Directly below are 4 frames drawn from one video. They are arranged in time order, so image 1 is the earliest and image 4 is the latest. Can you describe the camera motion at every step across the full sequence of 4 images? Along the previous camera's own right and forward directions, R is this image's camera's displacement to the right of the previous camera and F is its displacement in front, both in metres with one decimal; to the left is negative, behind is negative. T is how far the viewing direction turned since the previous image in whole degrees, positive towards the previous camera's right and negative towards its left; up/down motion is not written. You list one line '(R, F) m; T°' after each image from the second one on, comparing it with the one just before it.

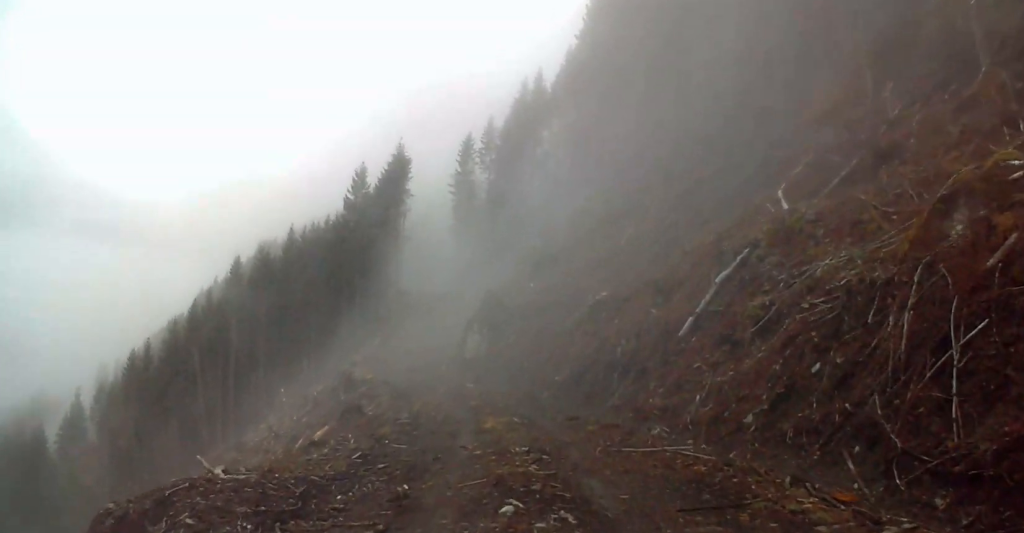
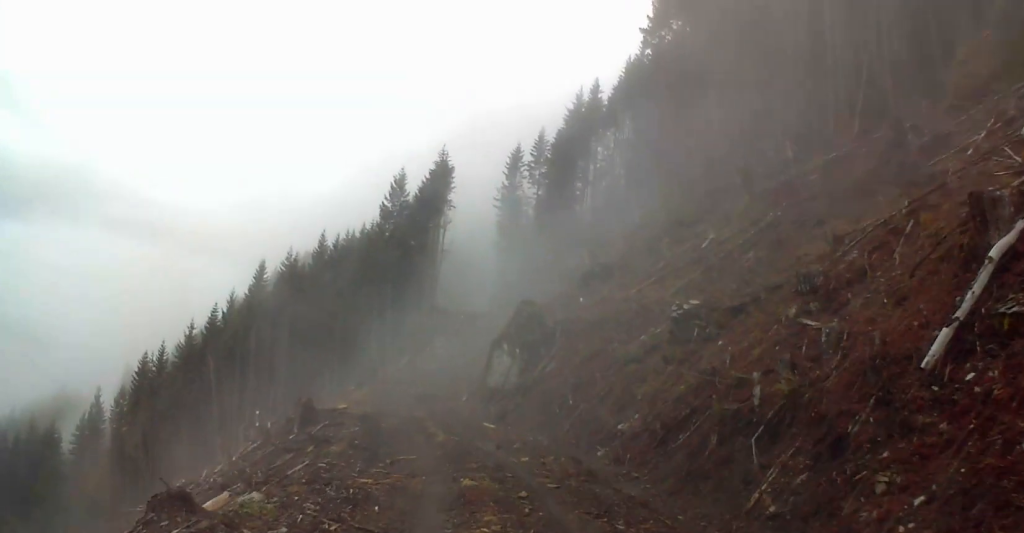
(-0.6, +11.2) m; -5°
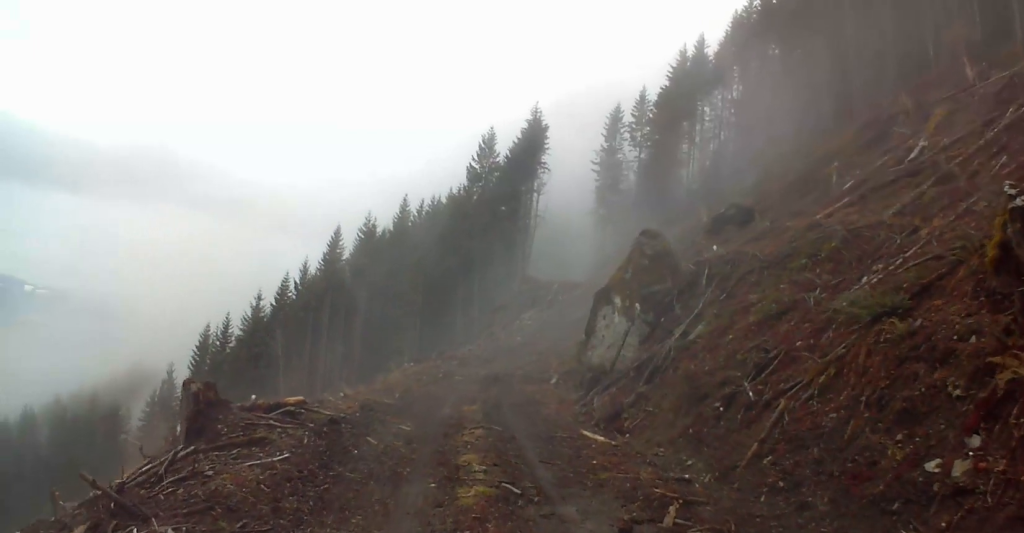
(-0.2, +12.7) m; -5°
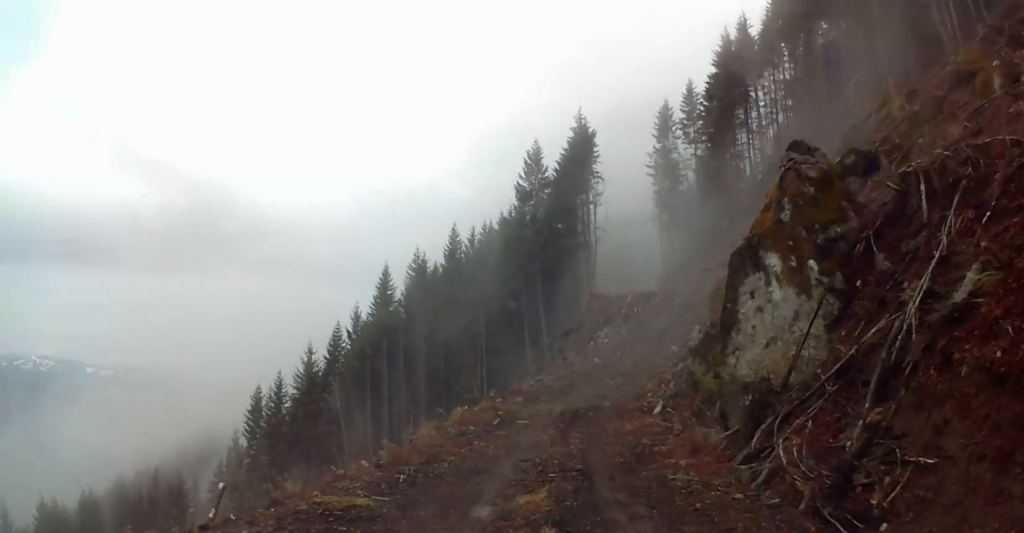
(-0.2, +10.3) m; 0°
